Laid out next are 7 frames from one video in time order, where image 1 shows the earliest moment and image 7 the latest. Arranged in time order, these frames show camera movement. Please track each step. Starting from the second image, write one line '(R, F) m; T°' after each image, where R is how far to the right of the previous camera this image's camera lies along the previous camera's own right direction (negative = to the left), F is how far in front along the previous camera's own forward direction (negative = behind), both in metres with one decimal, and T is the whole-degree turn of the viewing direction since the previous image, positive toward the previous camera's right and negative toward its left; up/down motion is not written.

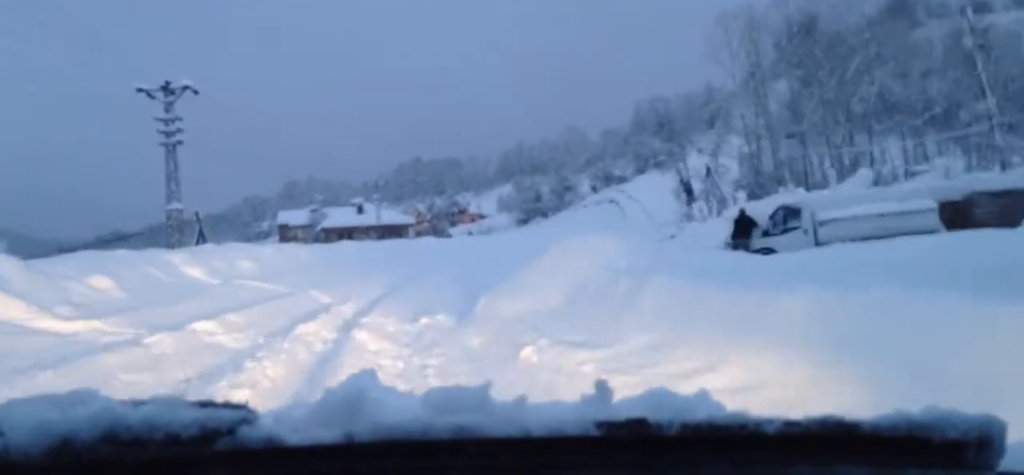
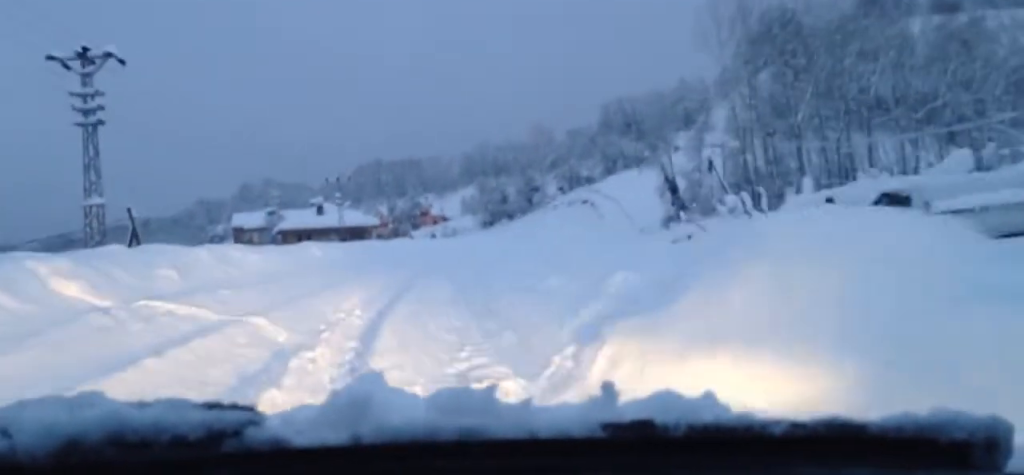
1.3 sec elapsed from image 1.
(+0.2, +7.8) m; +3°
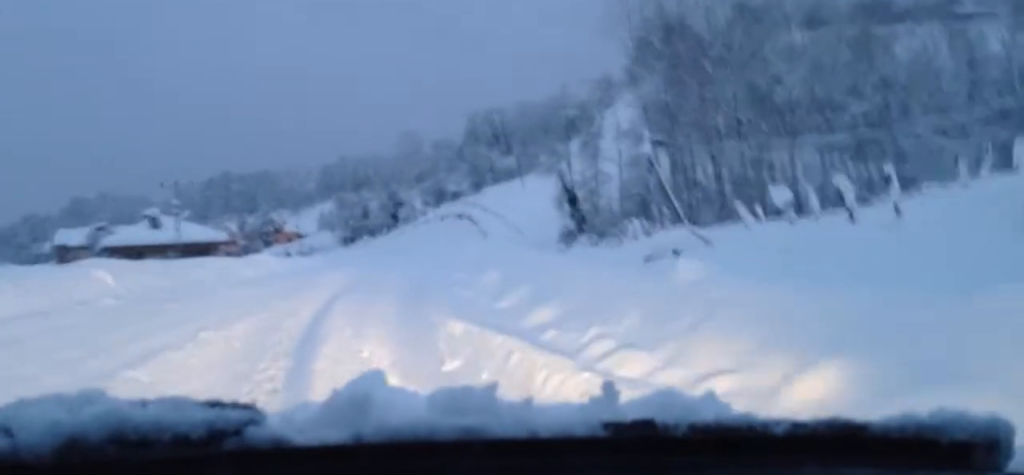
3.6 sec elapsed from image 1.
(+1.1, +13.6) m; +10°
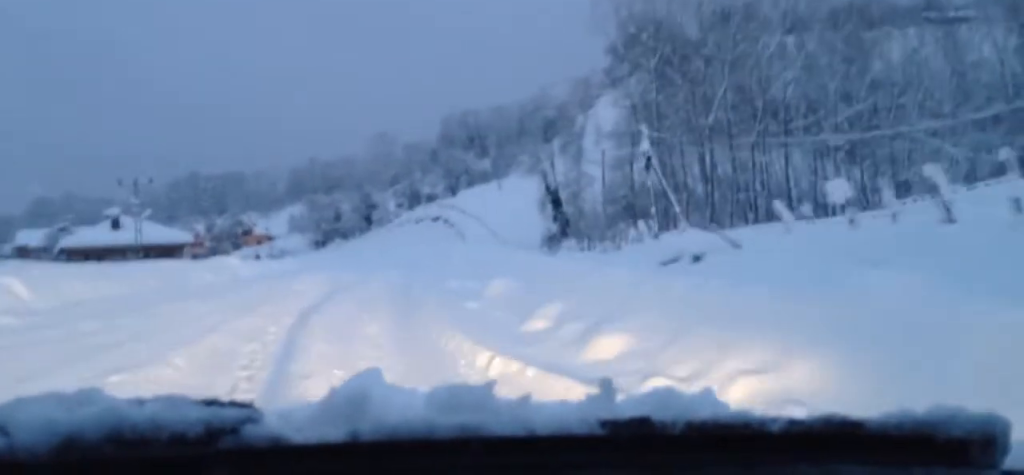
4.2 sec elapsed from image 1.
(0.0, +3.7) m; +1°
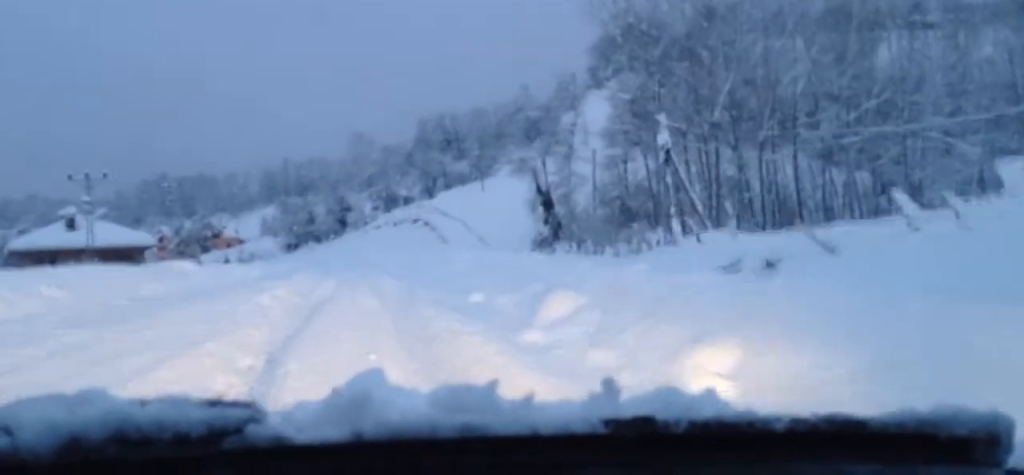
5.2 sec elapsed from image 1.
(+0.1, +5.6) m; +1°
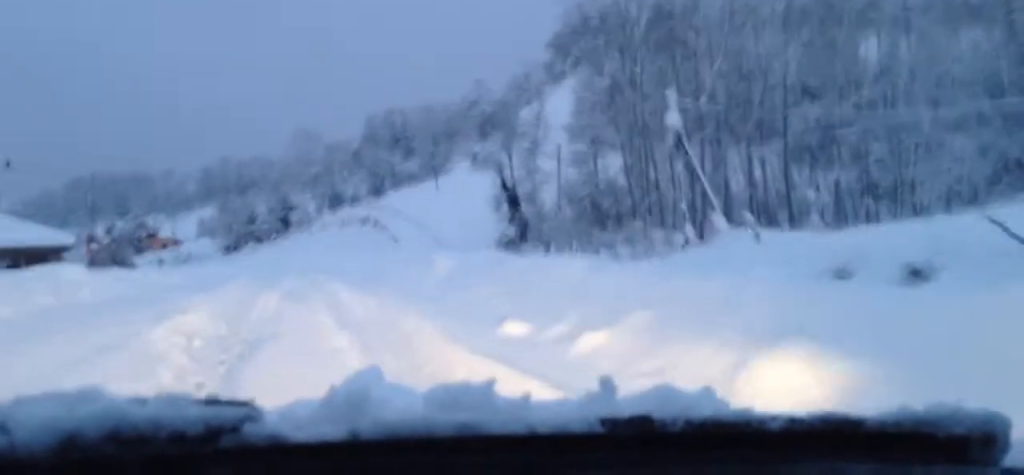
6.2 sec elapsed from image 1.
(+0.1, +6.9) m; -3°
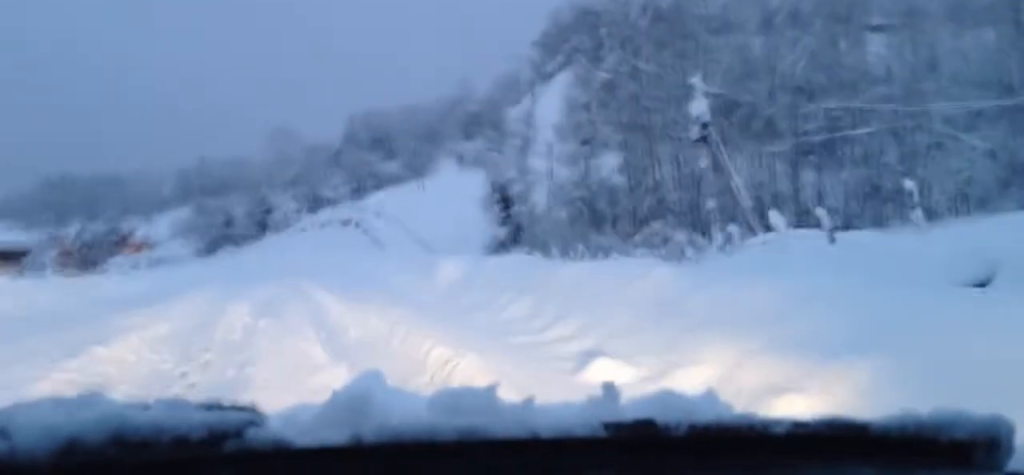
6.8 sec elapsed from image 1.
(-0.2, +3.9) m; -2°
